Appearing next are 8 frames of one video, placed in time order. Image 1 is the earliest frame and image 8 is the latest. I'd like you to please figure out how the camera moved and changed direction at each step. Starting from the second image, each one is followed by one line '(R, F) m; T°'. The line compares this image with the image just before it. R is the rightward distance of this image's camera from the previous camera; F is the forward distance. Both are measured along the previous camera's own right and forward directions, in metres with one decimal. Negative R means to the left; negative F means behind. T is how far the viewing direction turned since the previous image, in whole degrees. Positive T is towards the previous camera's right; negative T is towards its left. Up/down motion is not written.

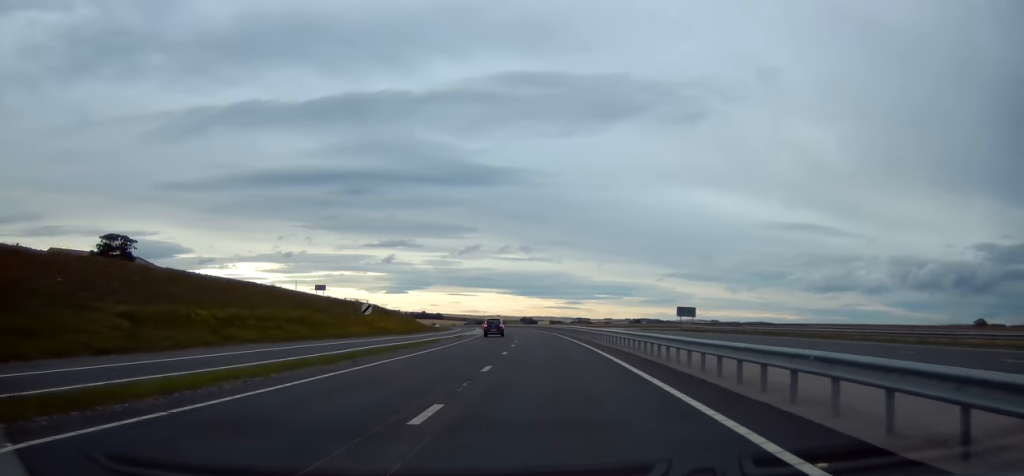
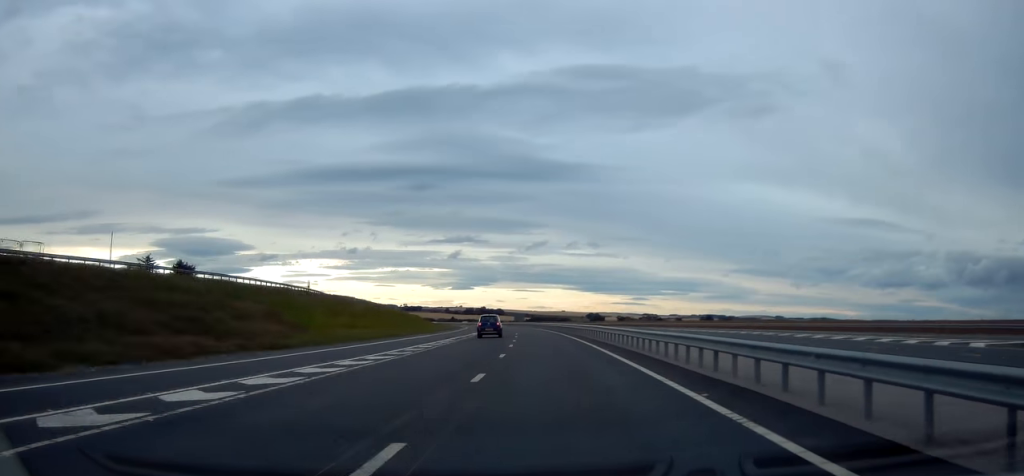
(-6.7, +116.7) m; -6°
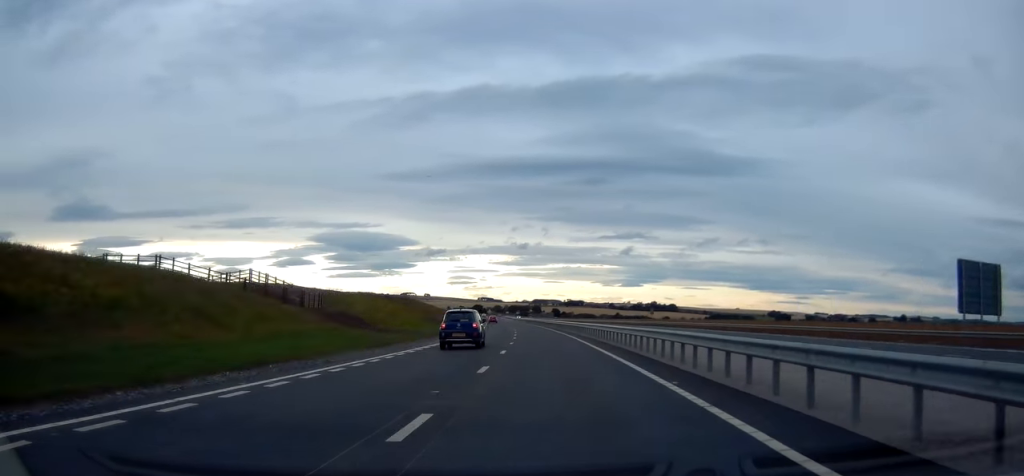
(-18.6, +218.9) m; -11°
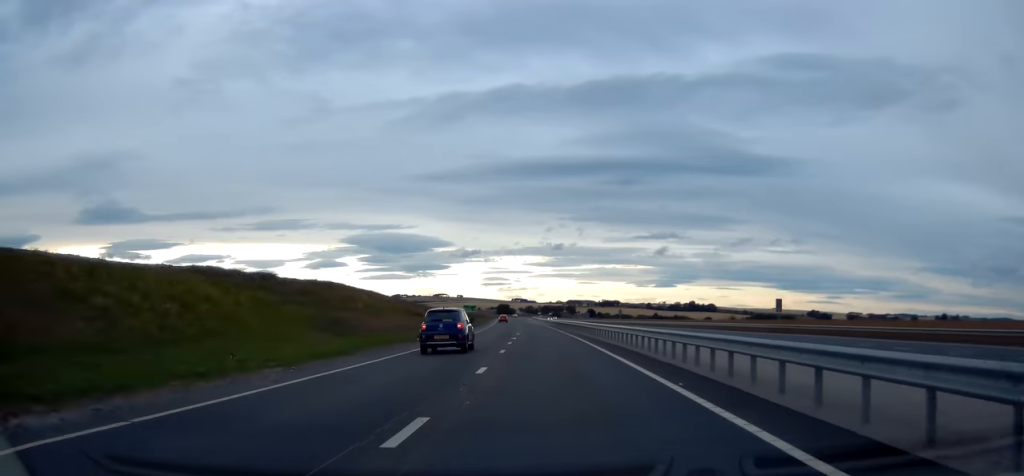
(-4.1, +57.1) m; -3°
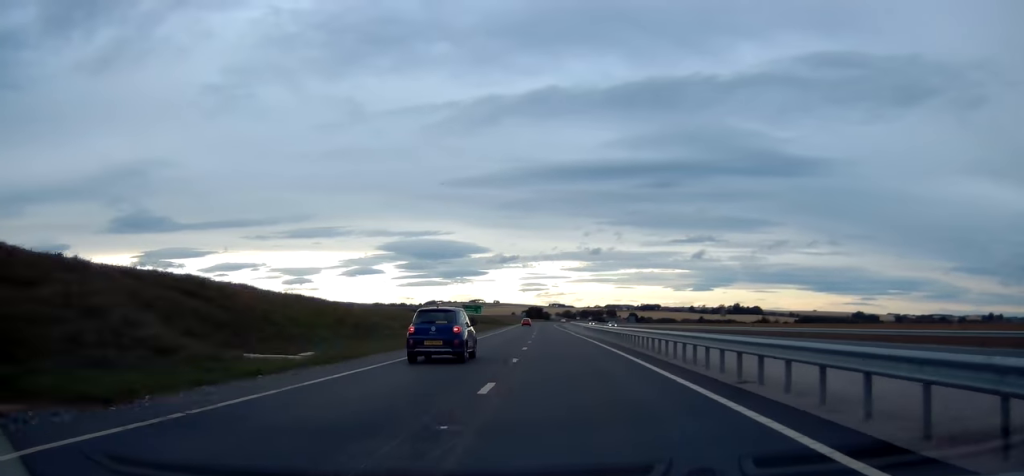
(-1.9, +70.5) m; -3°
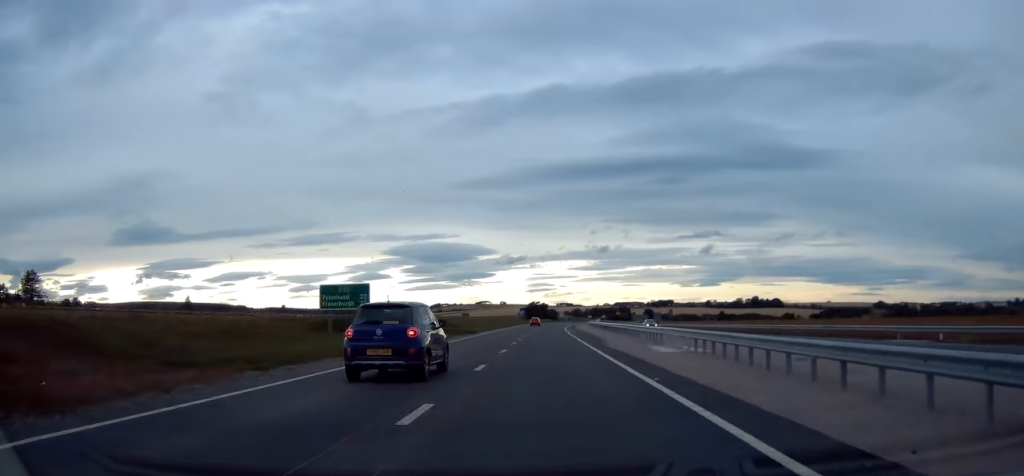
(-2.6, +76.9) m; -1°
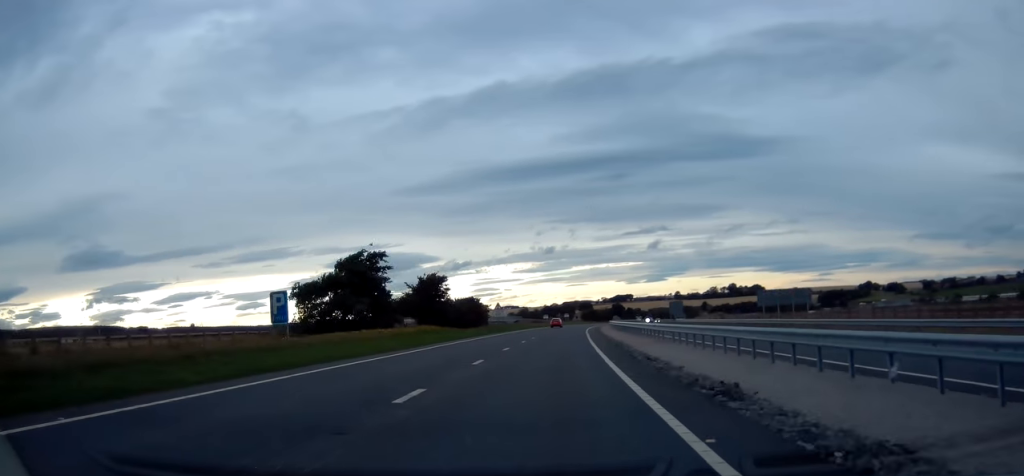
(-0.6, +169.0) m; +3°
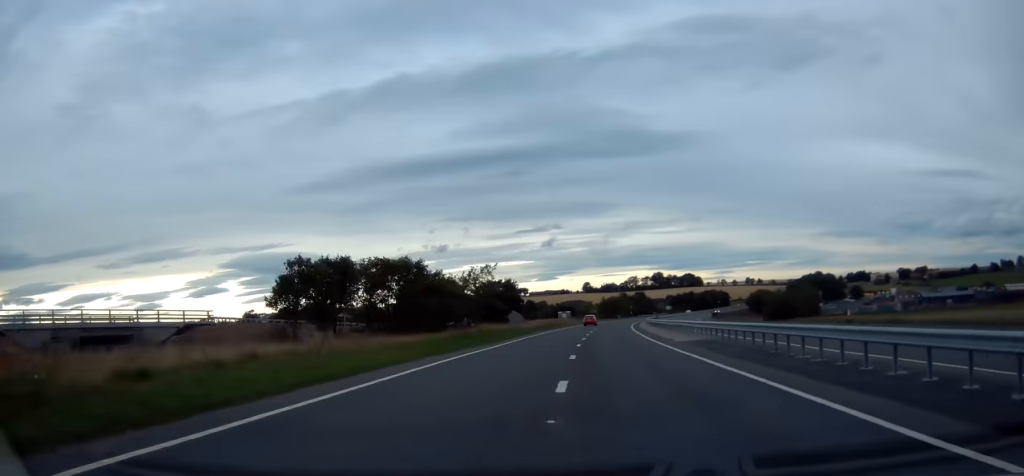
(+17.7, +211.5) m; +10°
